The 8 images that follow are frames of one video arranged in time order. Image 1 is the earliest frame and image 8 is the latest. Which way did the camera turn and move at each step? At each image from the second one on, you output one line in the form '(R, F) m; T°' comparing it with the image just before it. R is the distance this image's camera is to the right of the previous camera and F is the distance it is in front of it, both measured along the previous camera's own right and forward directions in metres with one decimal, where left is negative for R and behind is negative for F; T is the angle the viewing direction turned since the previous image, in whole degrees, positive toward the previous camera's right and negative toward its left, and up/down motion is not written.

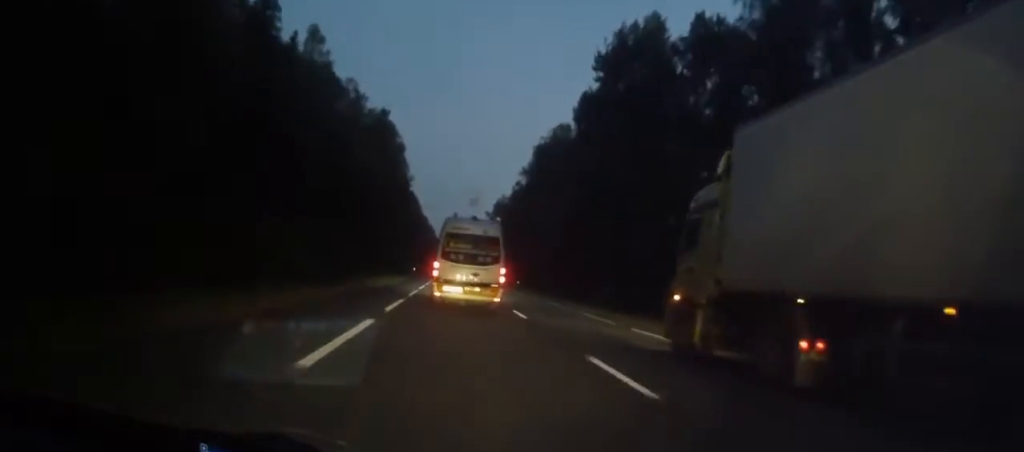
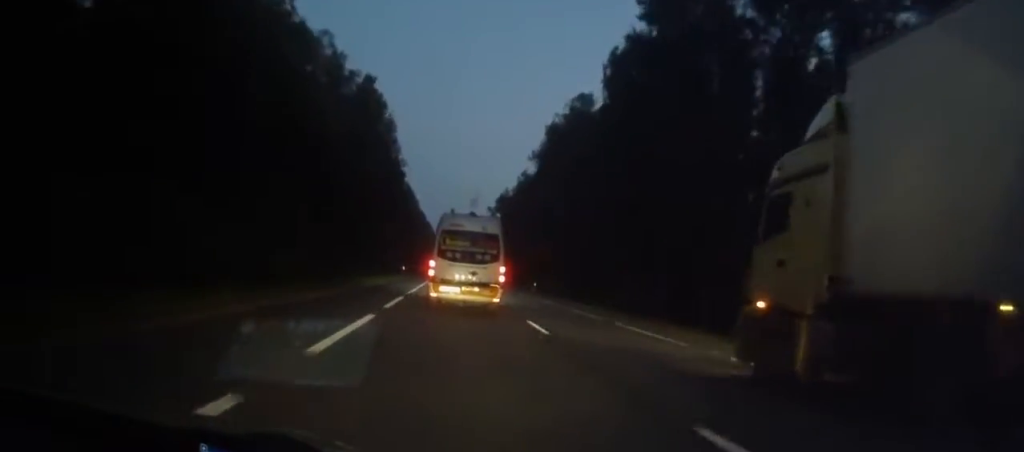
(0.0, +17.4) m; 0°
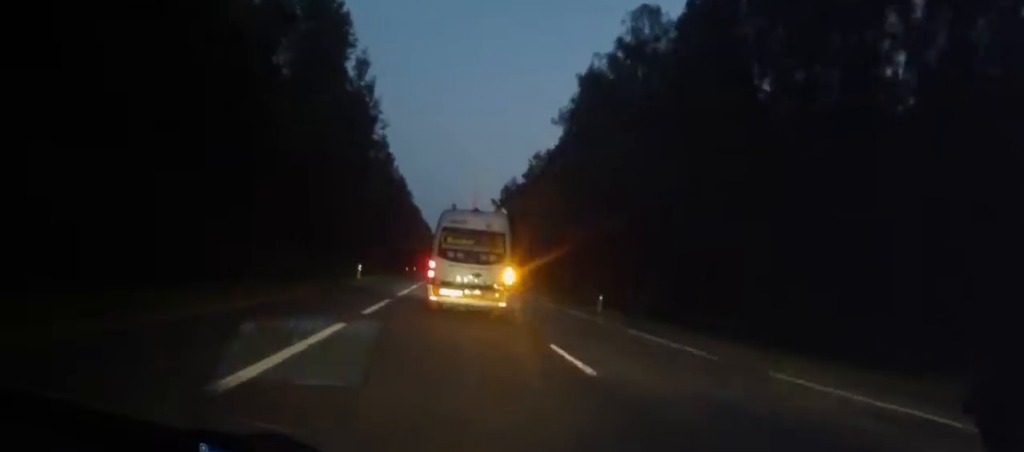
(+0.1, +30.4) m; 0°
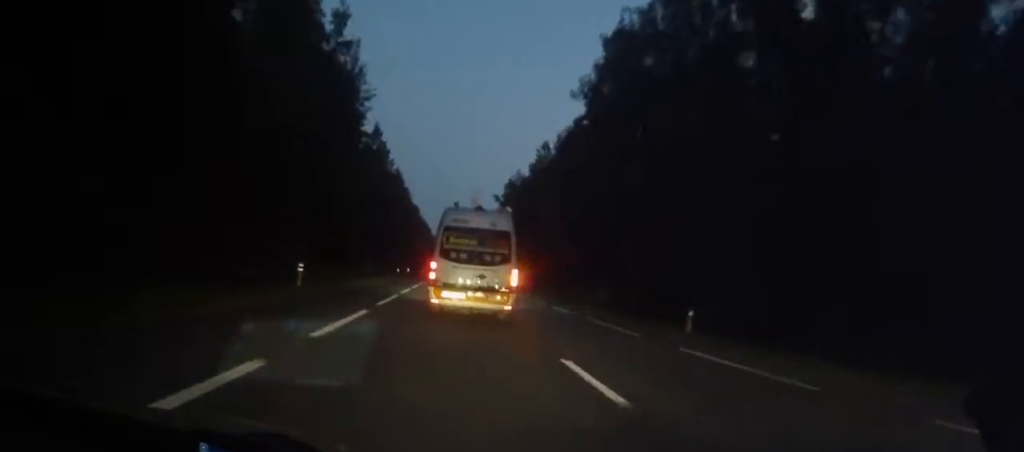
(+0.1, +14.0) m; 0°
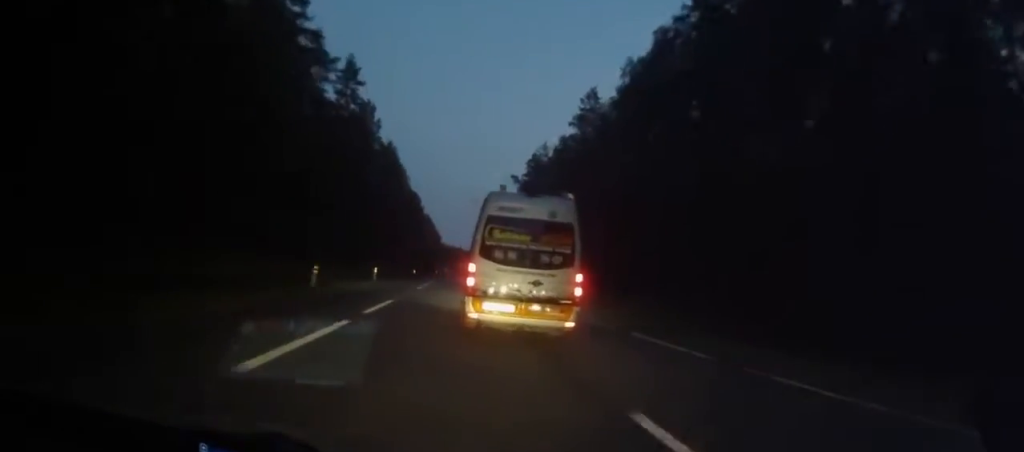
(-0.1, +39.2) m; 0°
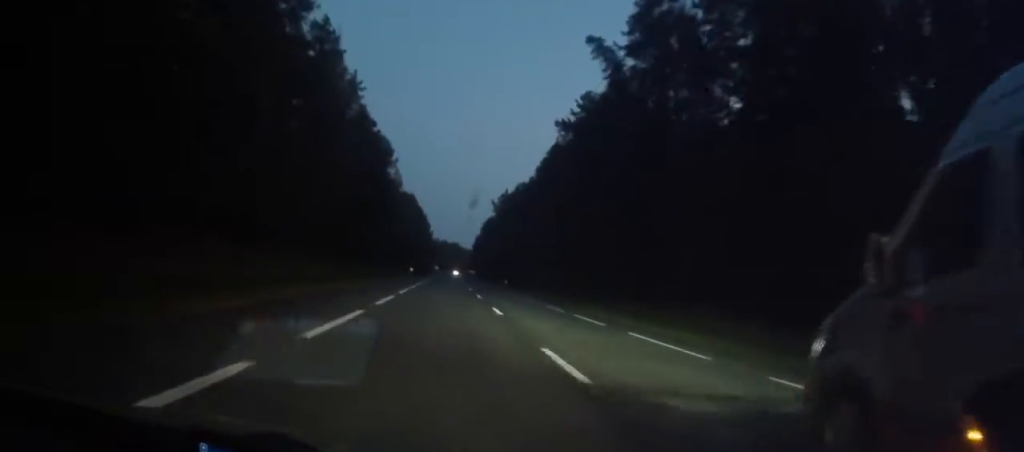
(+0.7, +87.6) m; 0°
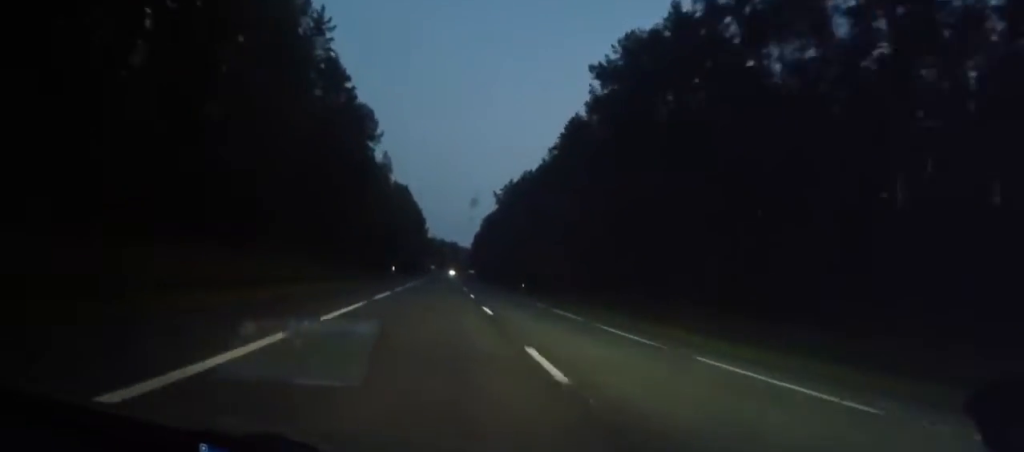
(-0.1, +23.7) m; 0°
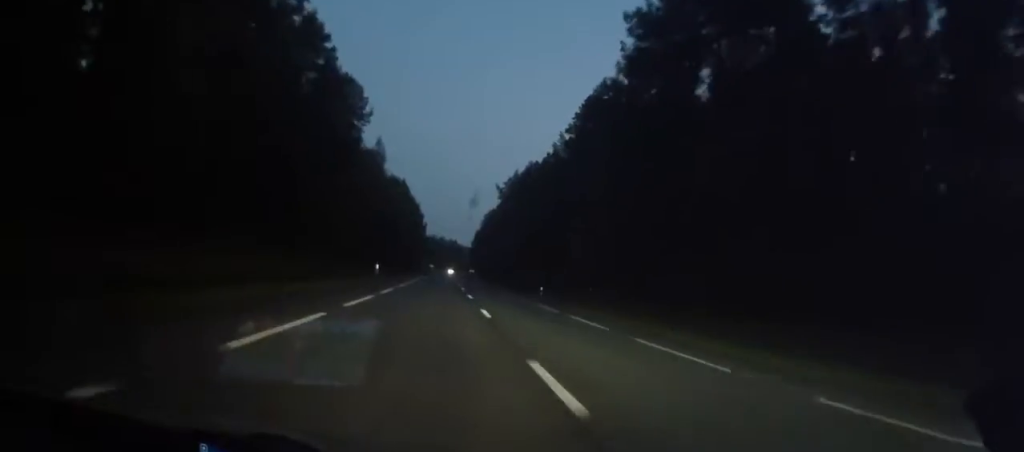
(0.0, +13.8) m; 0°
